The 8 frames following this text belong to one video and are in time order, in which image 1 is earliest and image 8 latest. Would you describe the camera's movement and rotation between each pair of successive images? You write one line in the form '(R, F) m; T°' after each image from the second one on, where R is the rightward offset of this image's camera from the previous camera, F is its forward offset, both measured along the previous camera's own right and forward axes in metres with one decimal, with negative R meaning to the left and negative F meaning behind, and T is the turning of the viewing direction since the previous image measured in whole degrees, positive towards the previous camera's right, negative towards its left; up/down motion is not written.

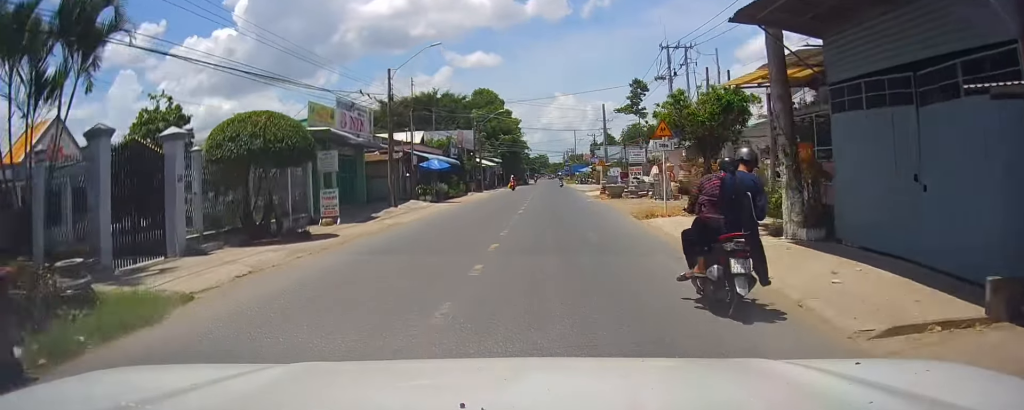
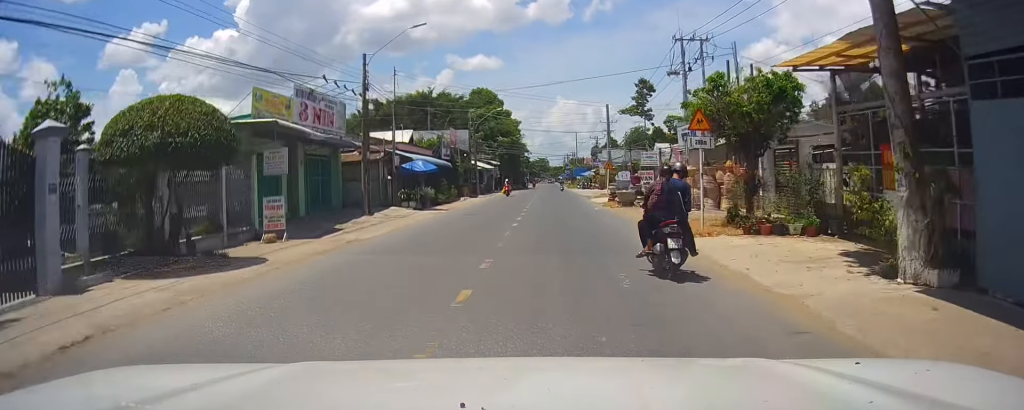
(0.0, +4.8) m; 0°
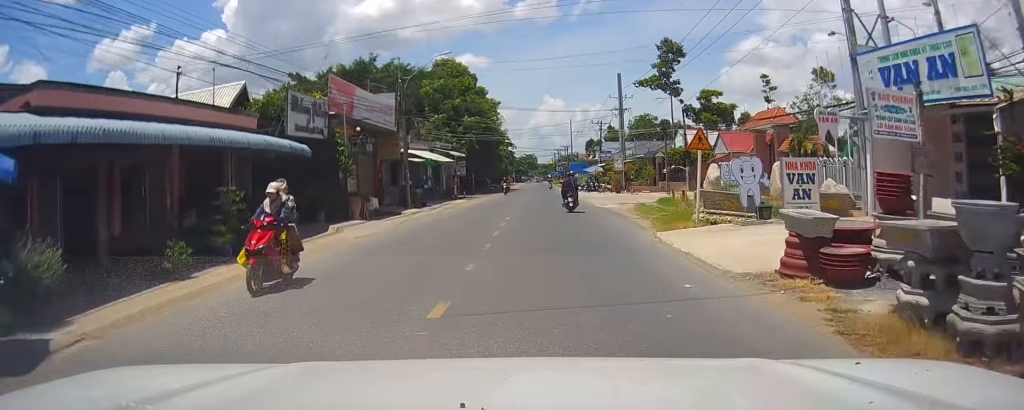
(-0.3, +28.2) m; +1°
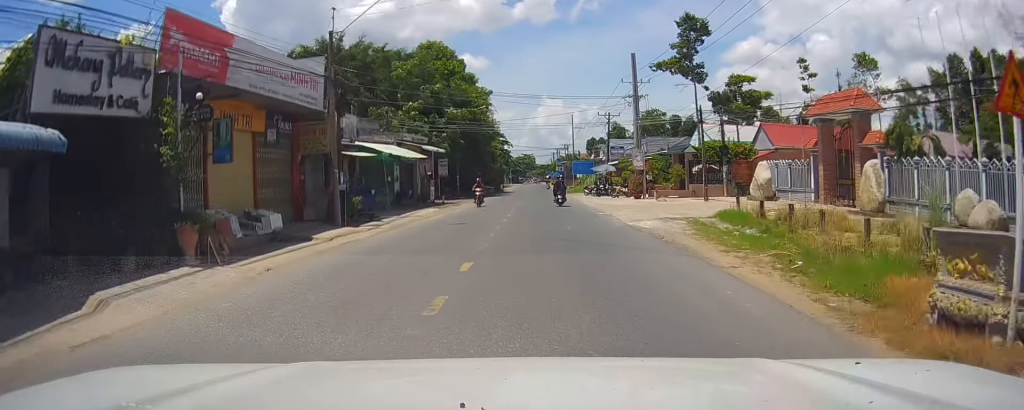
(+0.5, +11.8) m; +3°
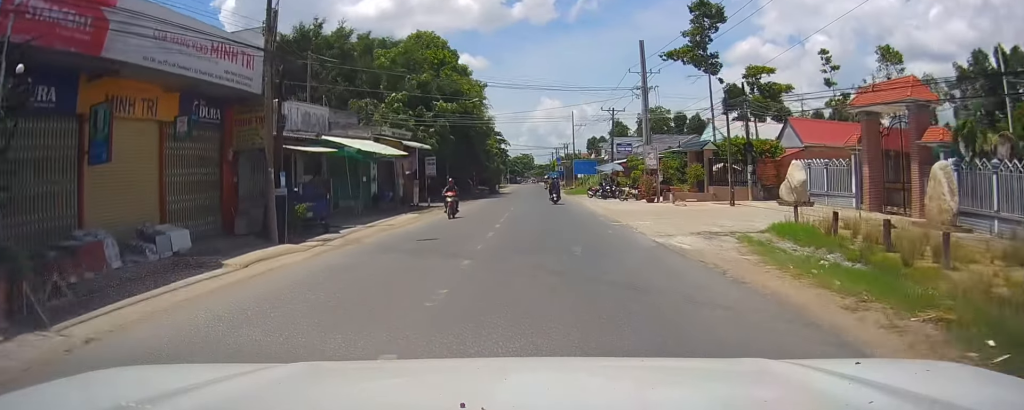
(0.0, +5.8) m; -1°
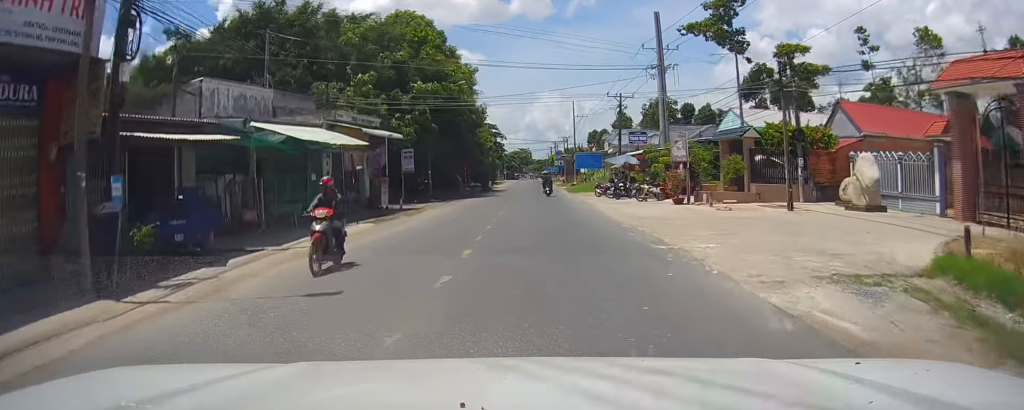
(0.0, +7.6) m; -1°
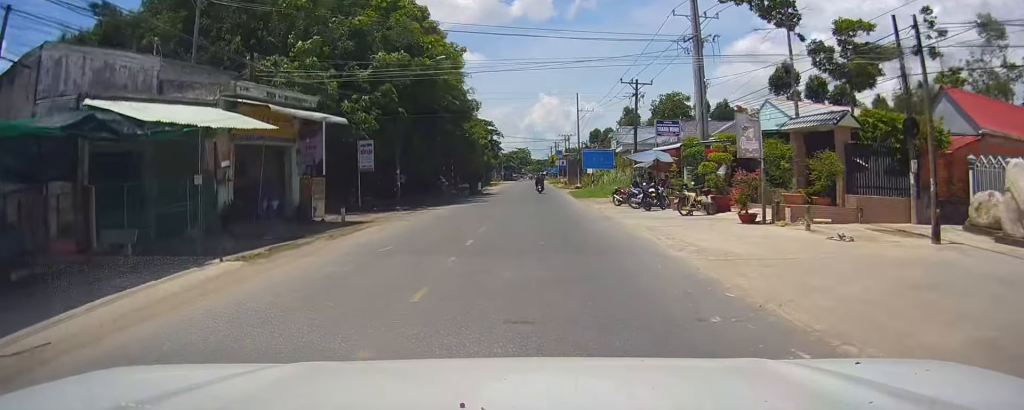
(-0.3, +10.3) m; -2°
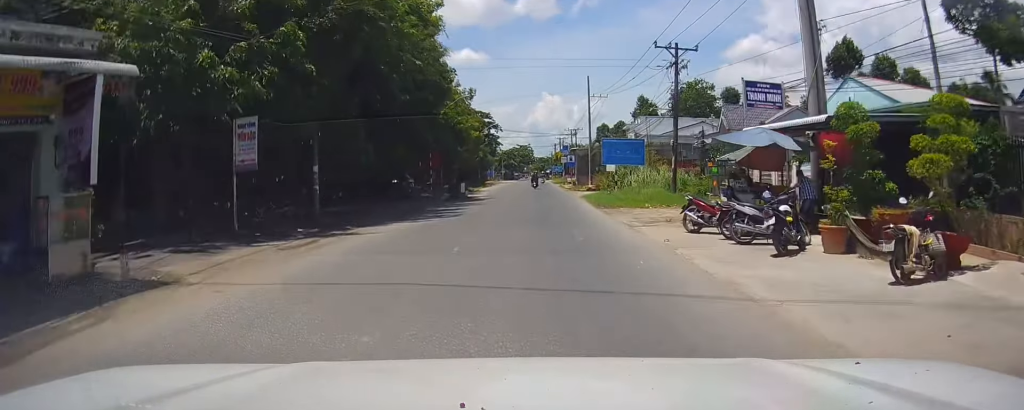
(0.0, +14.2) m; +1°
